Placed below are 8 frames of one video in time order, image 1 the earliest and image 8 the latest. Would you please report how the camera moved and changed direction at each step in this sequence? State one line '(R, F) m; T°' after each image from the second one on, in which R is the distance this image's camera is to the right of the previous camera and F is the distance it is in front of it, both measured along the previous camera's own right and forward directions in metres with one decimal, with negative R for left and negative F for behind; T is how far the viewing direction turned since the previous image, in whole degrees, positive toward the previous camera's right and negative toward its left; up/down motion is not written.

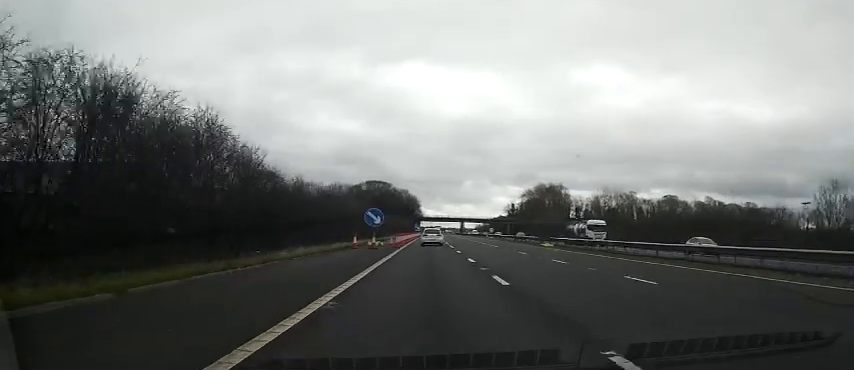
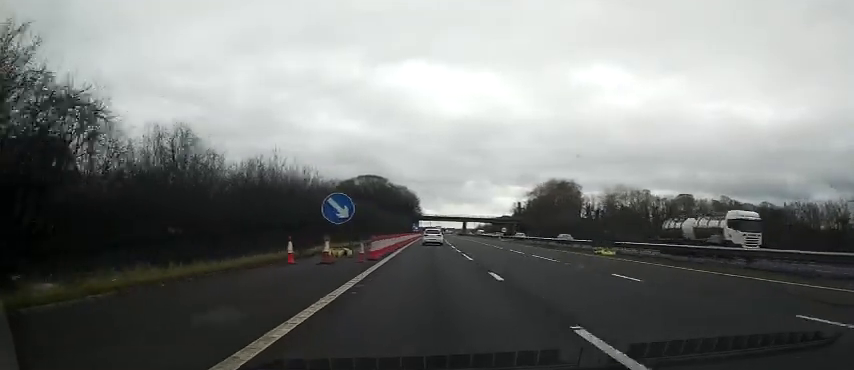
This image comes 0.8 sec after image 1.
(+0.3, +16.1) m; 0°
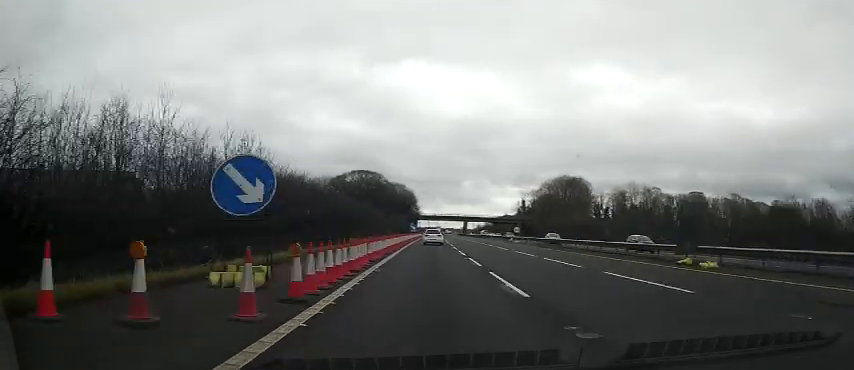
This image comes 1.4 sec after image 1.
(-0.1, +12.8) m; 0°
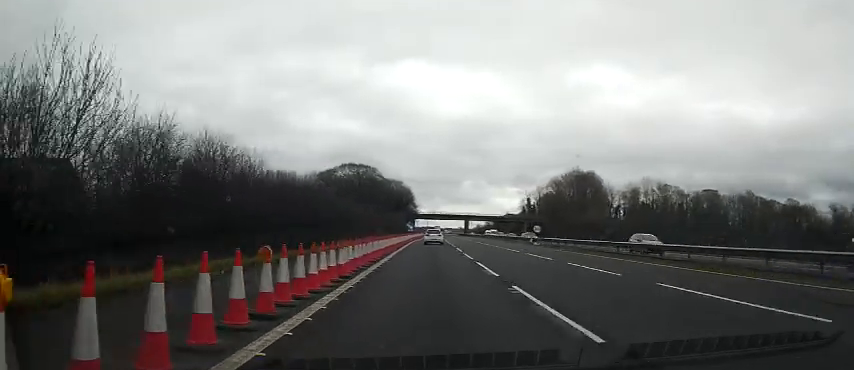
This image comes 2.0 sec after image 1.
(-0.3, +12.9) m; 0°
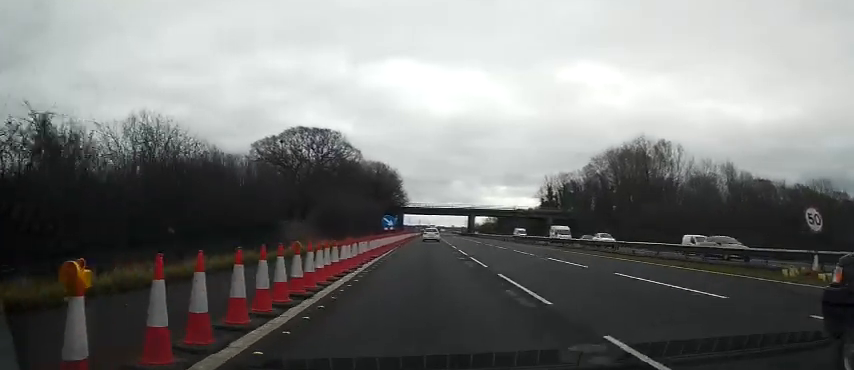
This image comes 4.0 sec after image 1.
(+0.9, +41.2) m; +1°
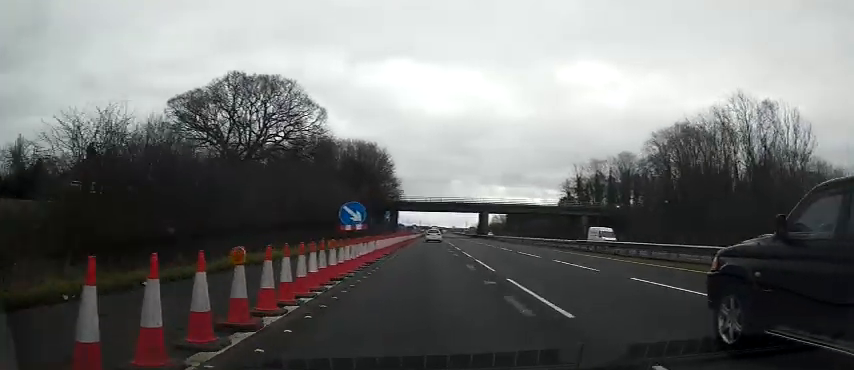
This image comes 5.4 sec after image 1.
(+0.2, +27.8) m; +1°
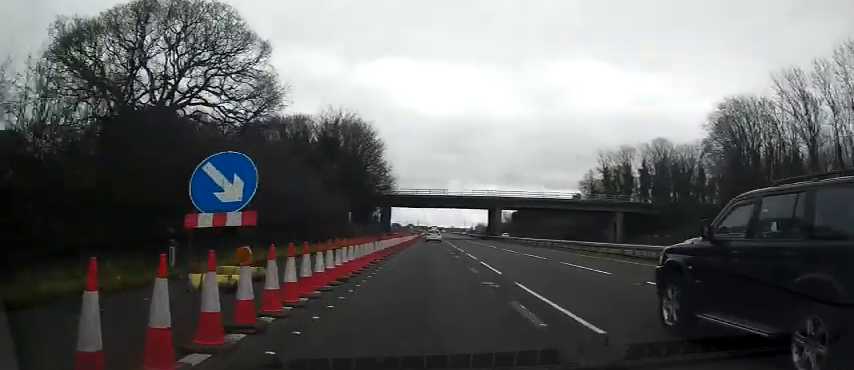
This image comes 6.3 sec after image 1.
(+0.2, +18.4) m; 0°
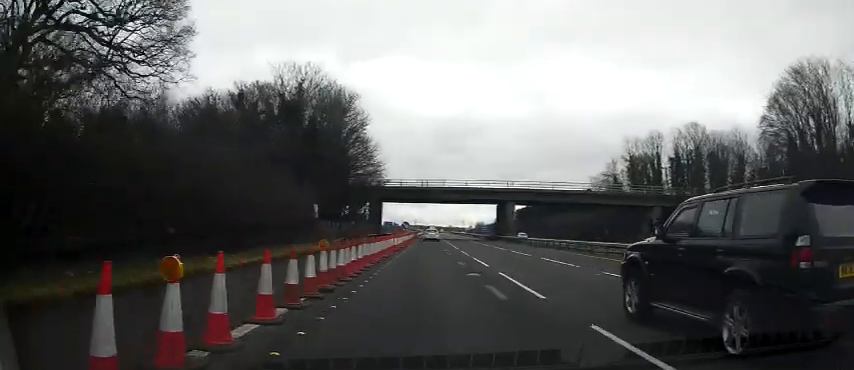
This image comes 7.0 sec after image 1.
(-0.2, +14.8) m; -1°
